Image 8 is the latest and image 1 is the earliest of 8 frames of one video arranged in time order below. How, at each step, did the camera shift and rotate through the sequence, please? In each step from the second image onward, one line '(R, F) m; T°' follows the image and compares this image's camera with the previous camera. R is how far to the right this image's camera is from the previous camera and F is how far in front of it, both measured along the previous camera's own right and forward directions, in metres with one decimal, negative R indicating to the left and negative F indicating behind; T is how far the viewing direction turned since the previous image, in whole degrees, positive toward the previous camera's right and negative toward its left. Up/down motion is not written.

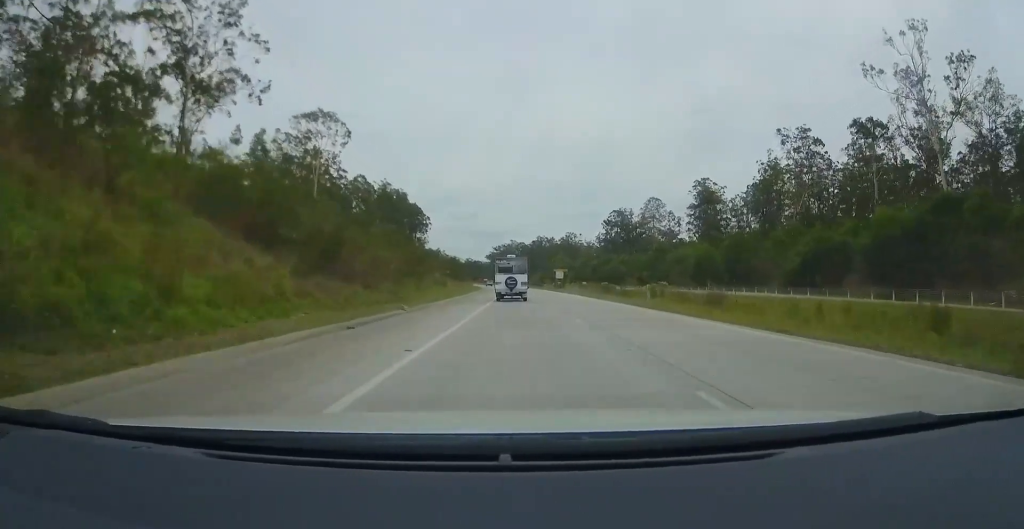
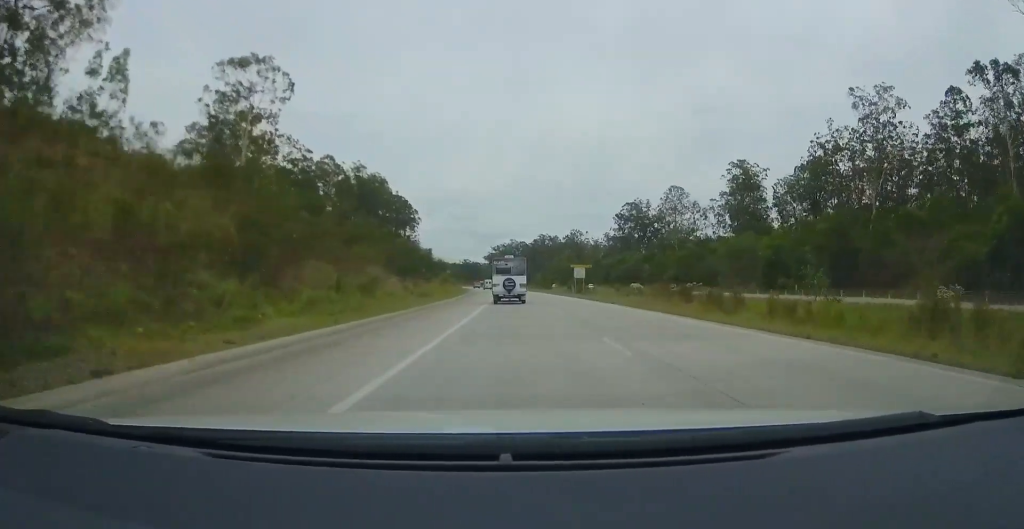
(+0.2, +30.0) m; 0°
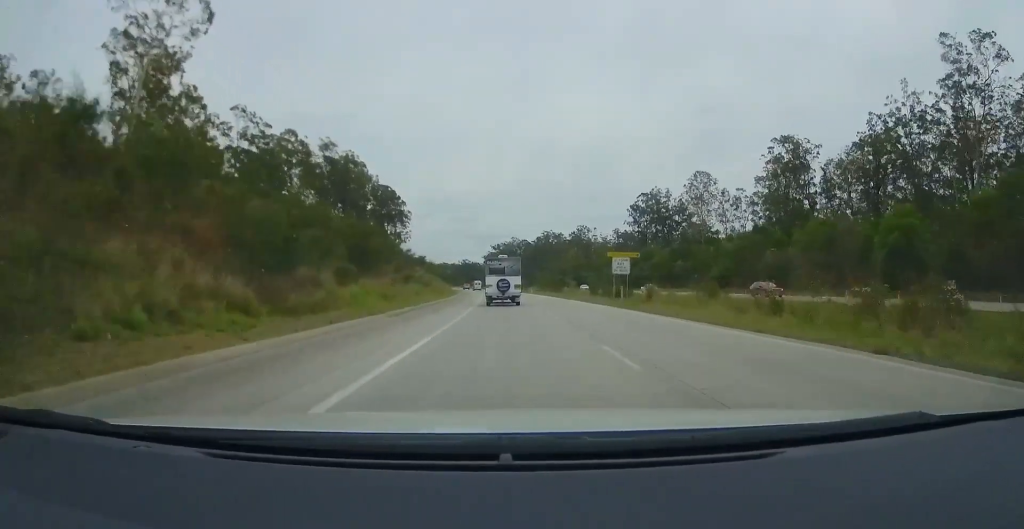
(-0.2, +24.6) m; -1°
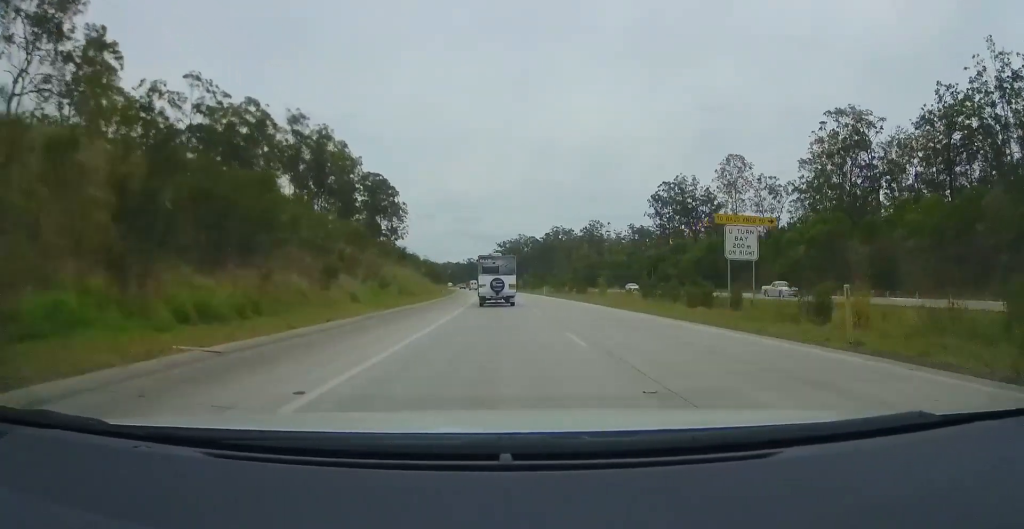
(-0.2, +21.5) m; -1°
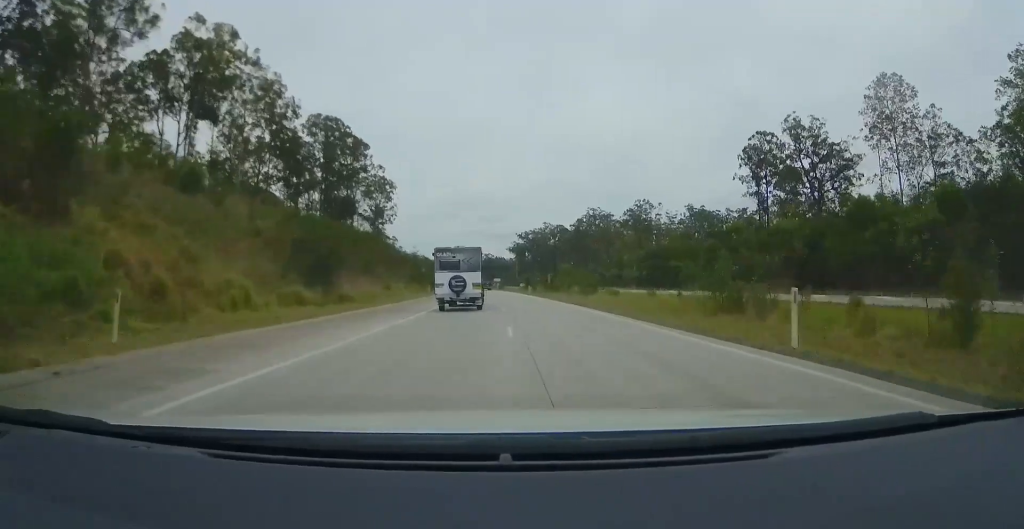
(-0.7, +57.8) m; -2°
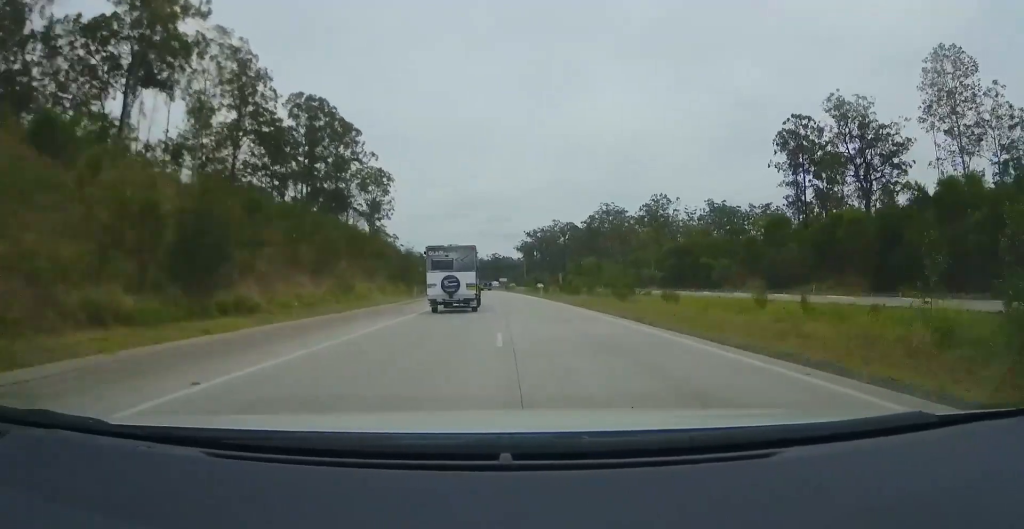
(+0.1, +13.1) m; -1°
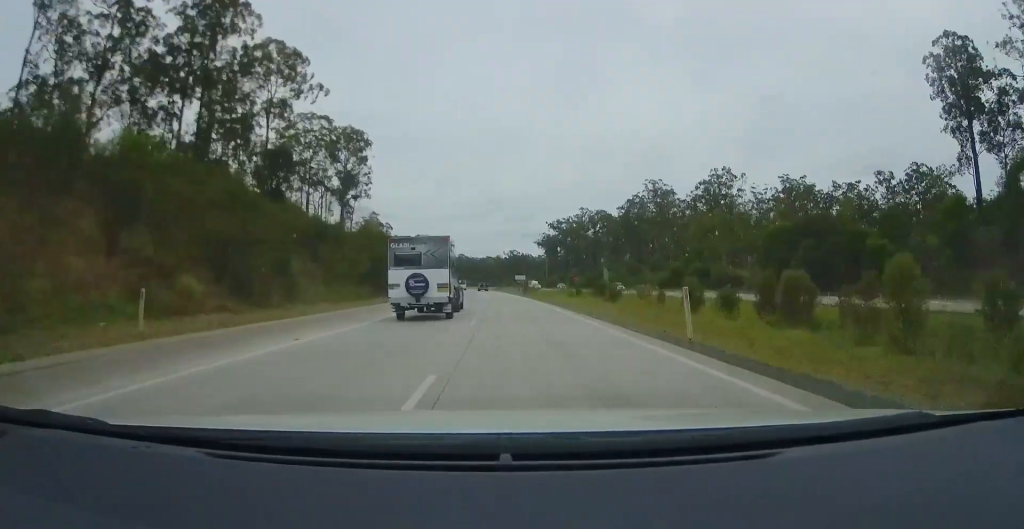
(-1.1, +42.8) m; -2°
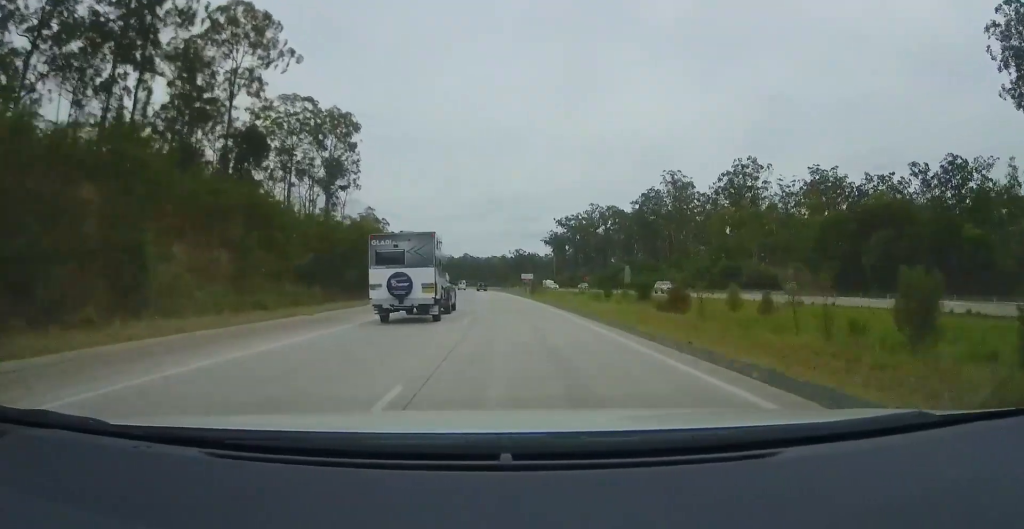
(+0.2, +13.2) m; 0°
